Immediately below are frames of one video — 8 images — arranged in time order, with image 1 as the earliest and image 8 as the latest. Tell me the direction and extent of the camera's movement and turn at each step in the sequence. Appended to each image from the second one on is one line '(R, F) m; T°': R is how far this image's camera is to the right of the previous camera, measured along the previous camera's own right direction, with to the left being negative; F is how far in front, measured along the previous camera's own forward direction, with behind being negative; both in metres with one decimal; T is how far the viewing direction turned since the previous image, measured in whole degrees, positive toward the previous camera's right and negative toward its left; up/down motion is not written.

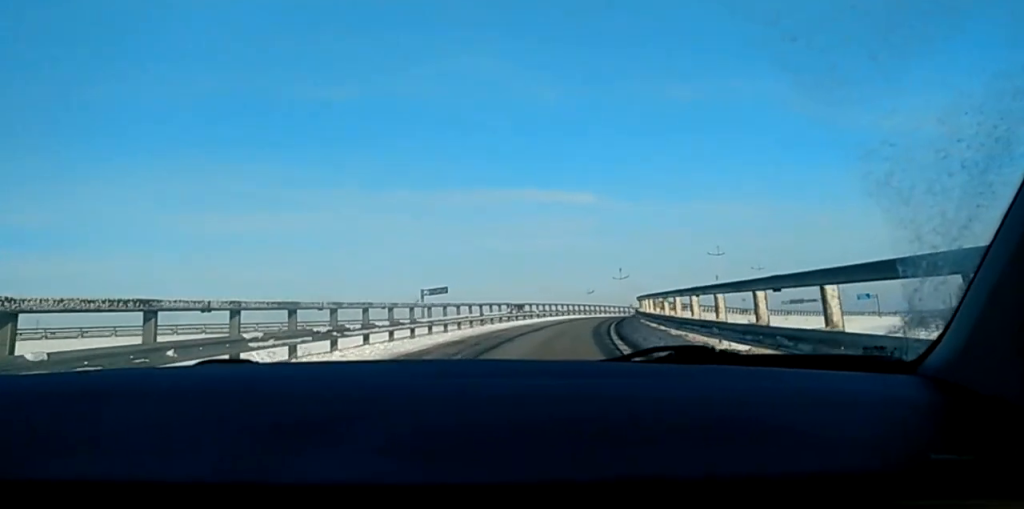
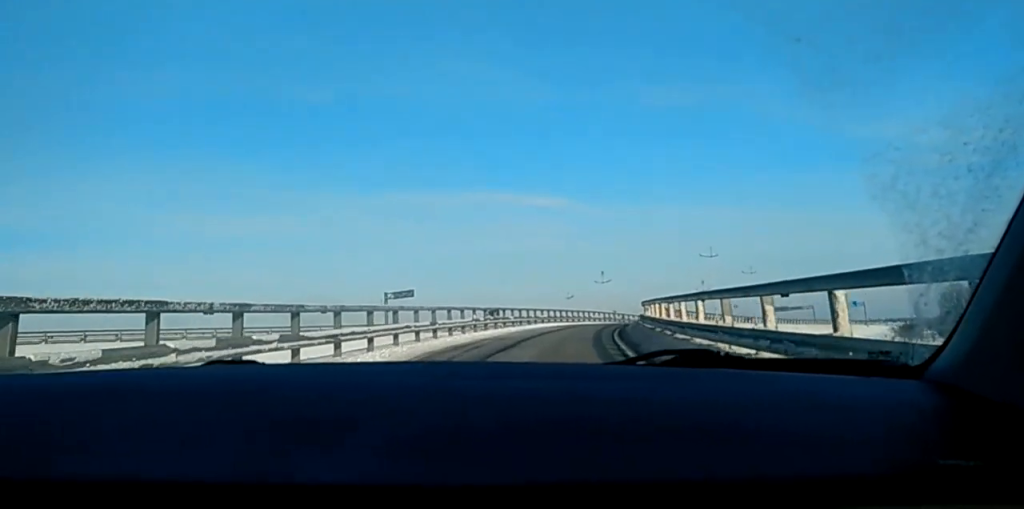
(-0.1, +12.4) m; +2°
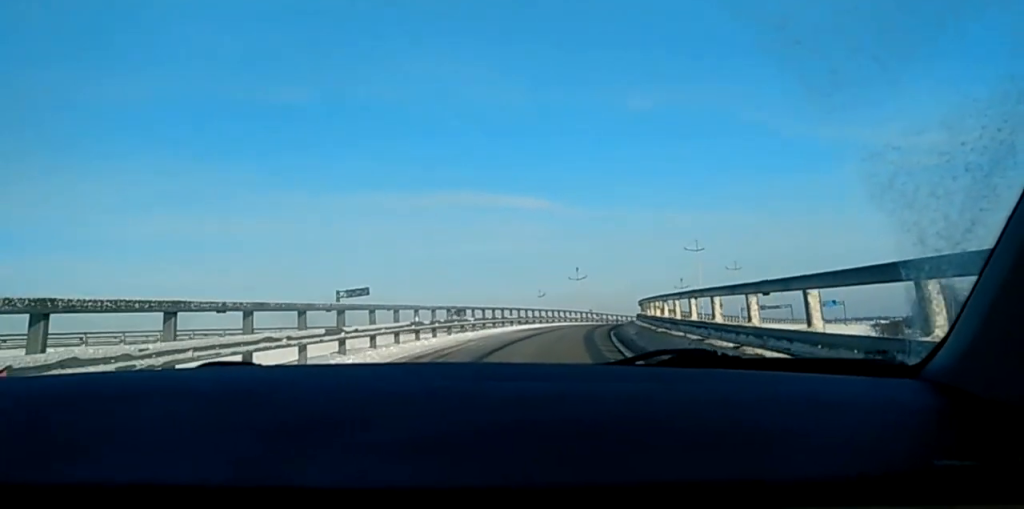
(+0.5, +10.8) m; +2°
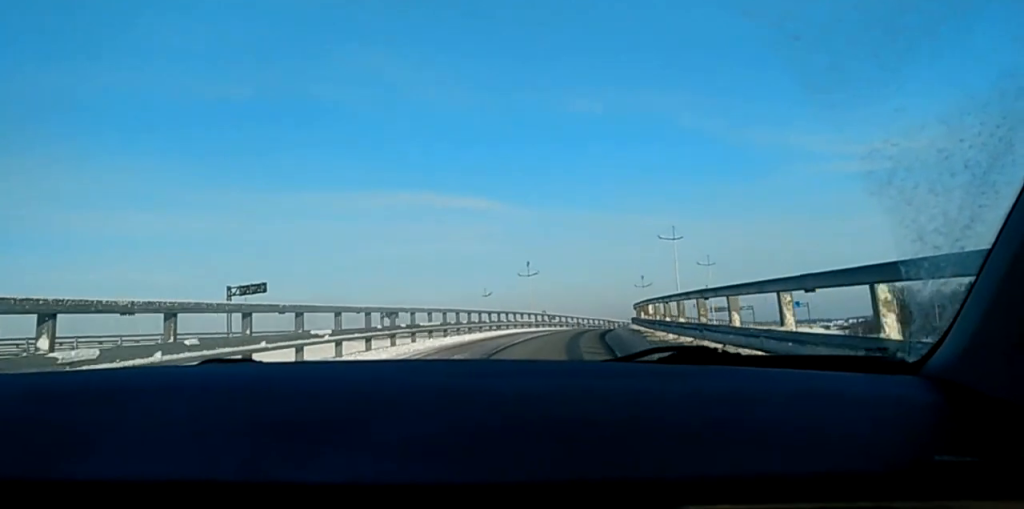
(+0.6, +20.7) m; +3°
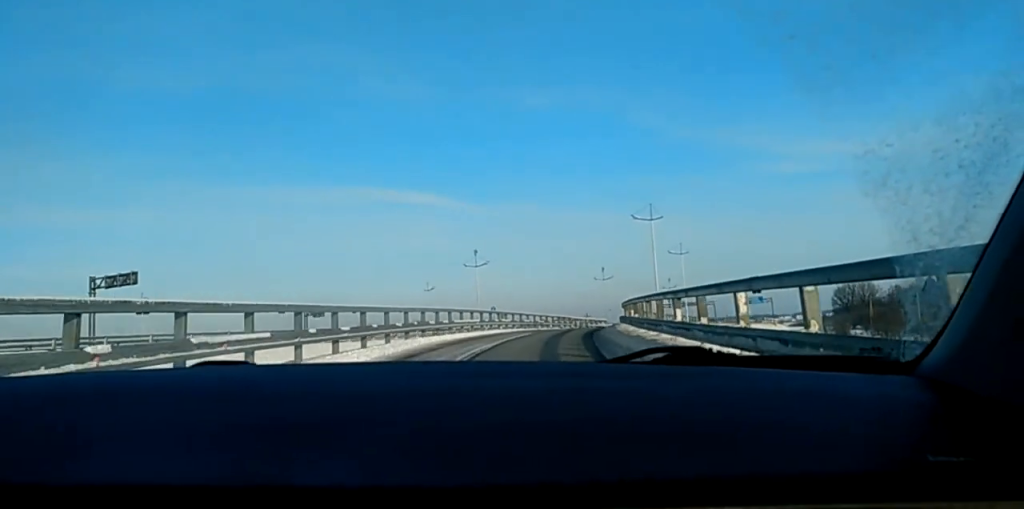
(+0.2, +16.4) m; +2°
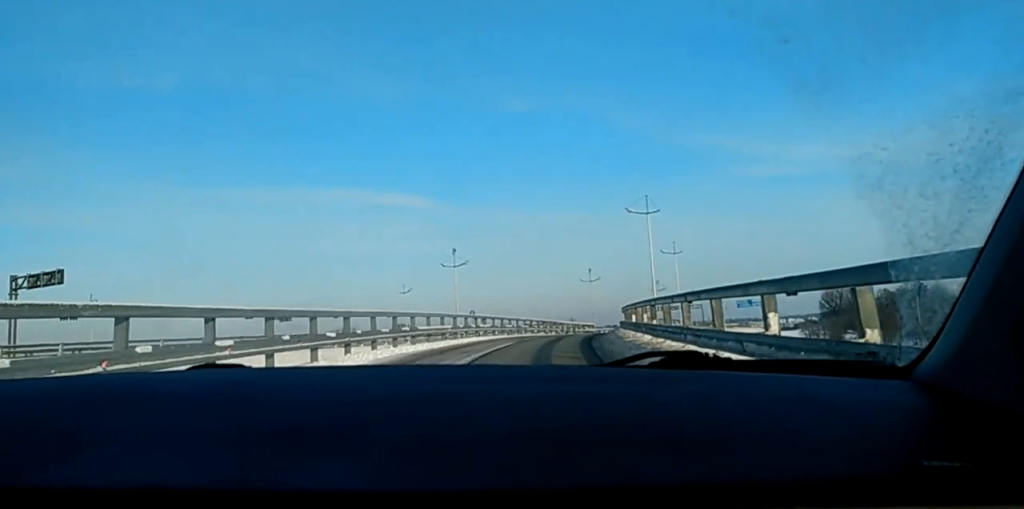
(-0.1, +8.1) m; +2°
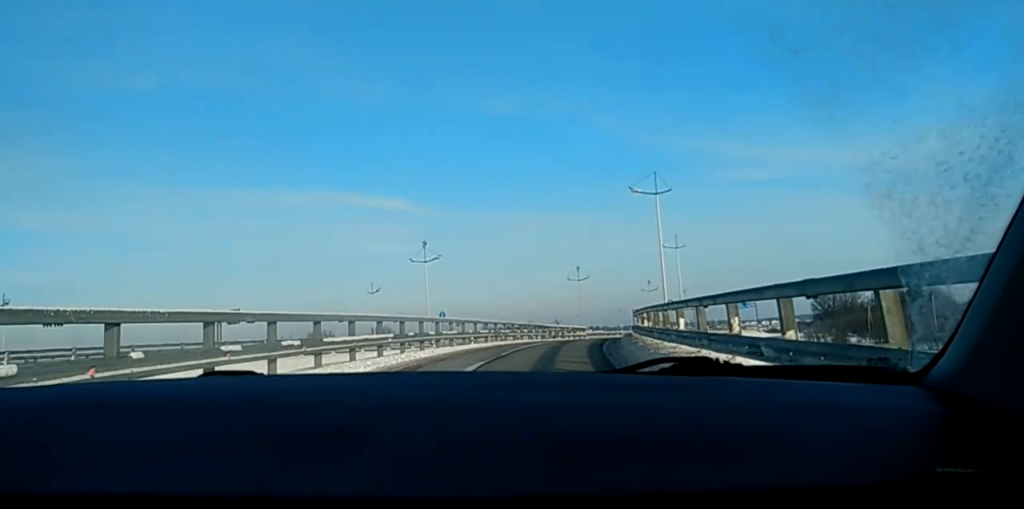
(+0.4, +12.1) m; +3°
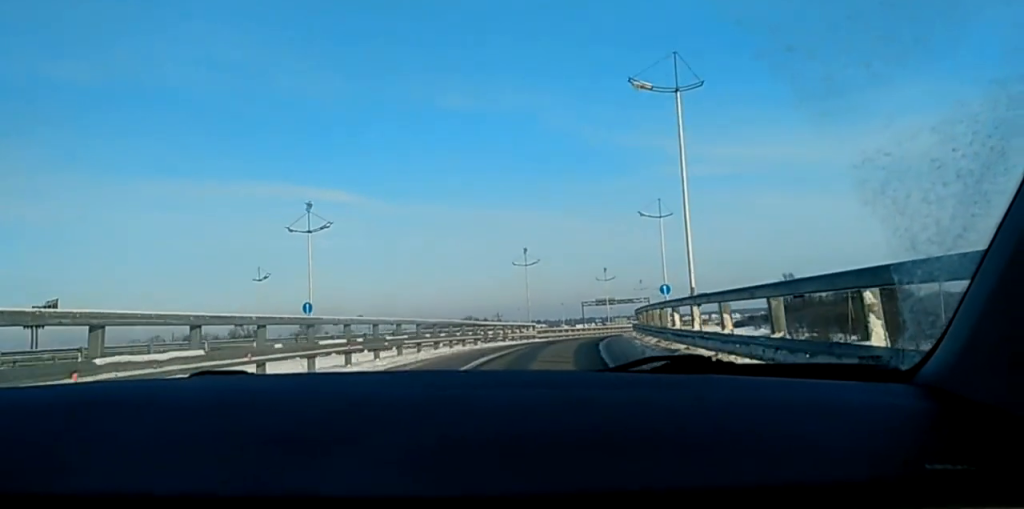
(+1.3, +24.0) m; +5°
